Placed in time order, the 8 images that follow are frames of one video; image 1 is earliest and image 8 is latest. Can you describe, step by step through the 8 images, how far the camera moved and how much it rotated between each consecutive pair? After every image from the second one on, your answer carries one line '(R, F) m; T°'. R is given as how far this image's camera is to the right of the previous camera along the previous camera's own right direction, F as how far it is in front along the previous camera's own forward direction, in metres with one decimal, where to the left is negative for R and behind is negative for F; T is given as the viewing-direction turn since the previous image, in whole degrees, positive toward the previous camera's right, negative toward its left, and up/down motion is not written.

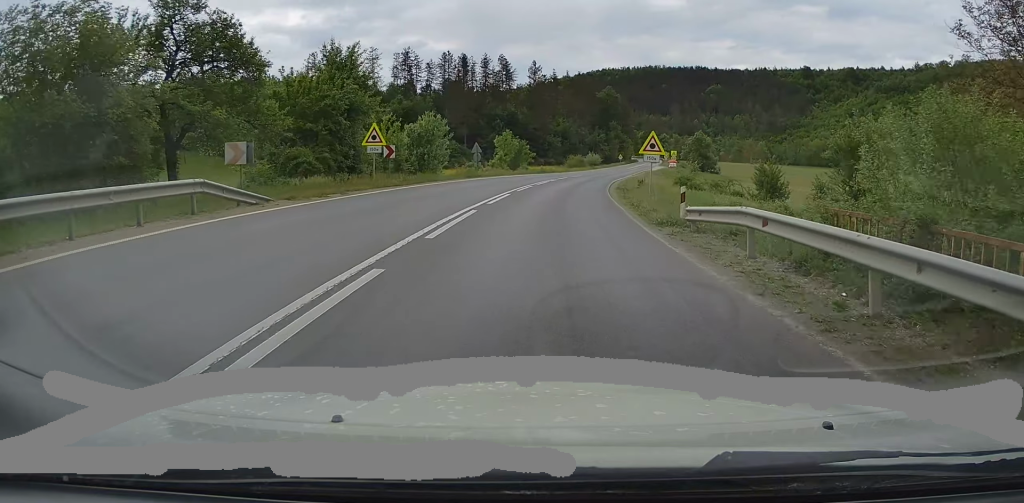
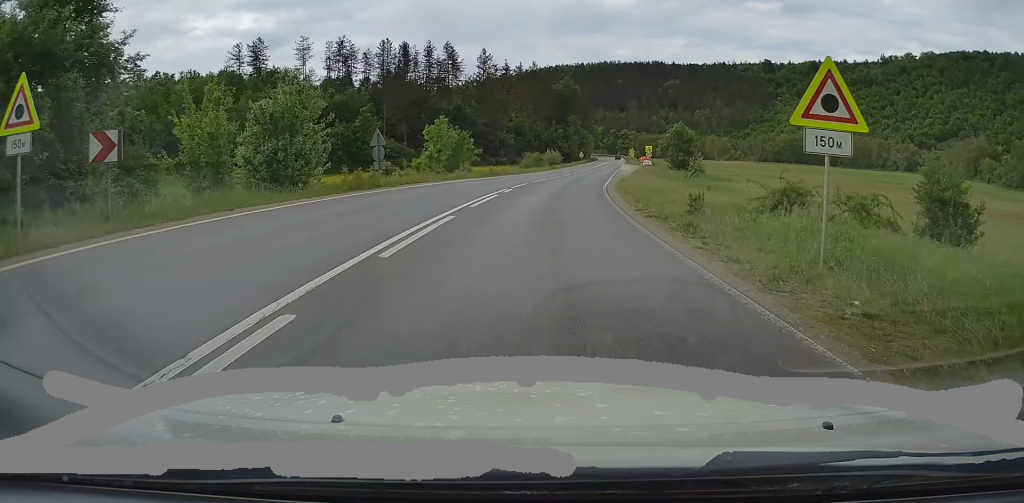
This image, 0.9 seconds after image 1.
(+0.8, +20.1) m; +5°
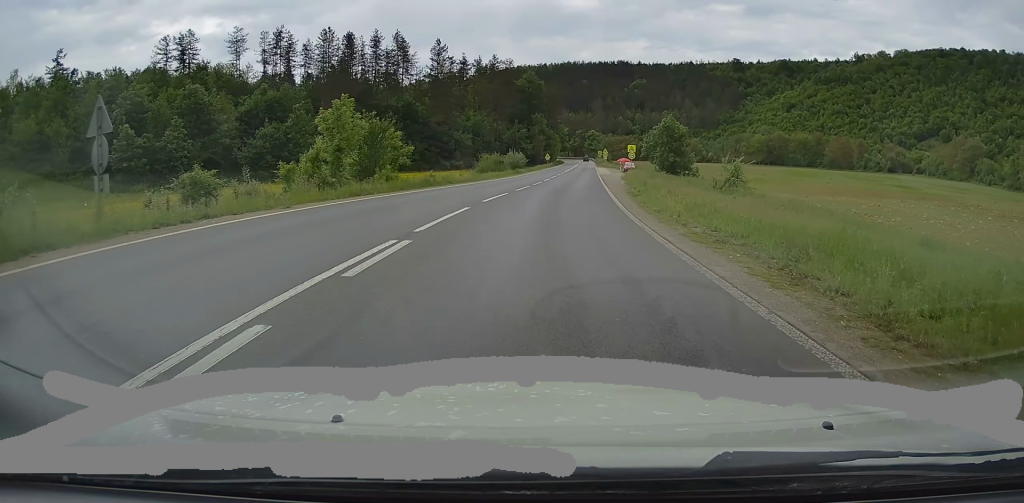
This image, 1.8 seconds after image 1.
(+0.8, +18.7) m; +3°
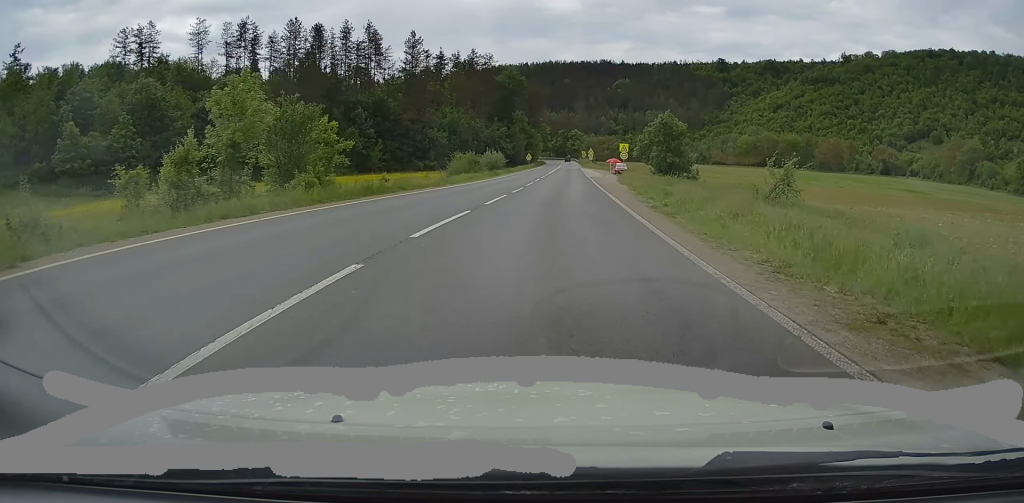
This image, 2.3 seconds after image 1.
(+0.2, +9.9) m; +1°
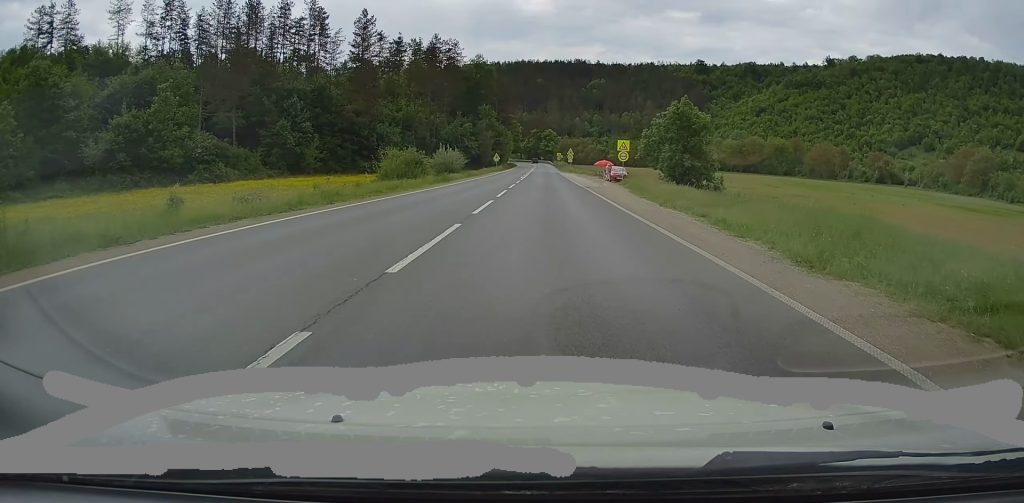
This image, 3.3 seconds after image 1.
(+0.5, +20.9) m; +2°
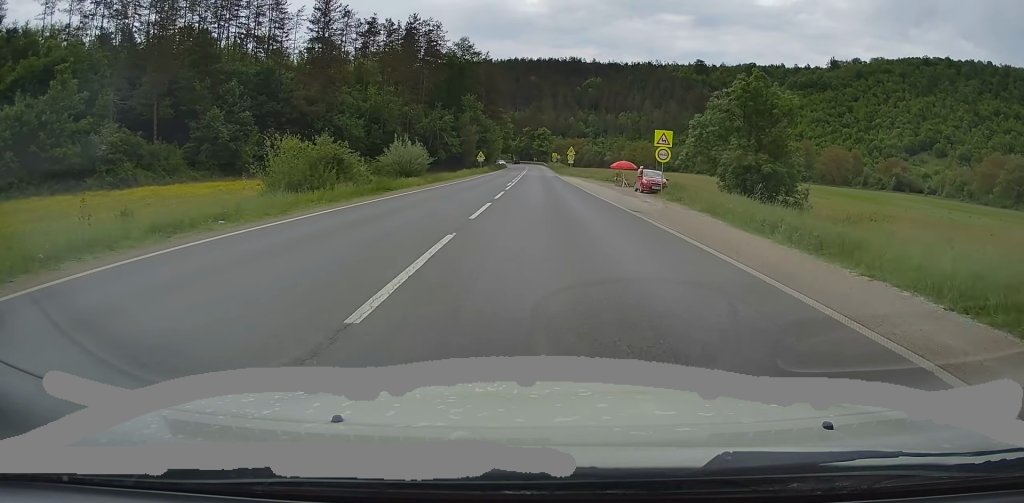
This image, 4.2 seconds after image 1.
(+0.3, +19.6) m; +1°
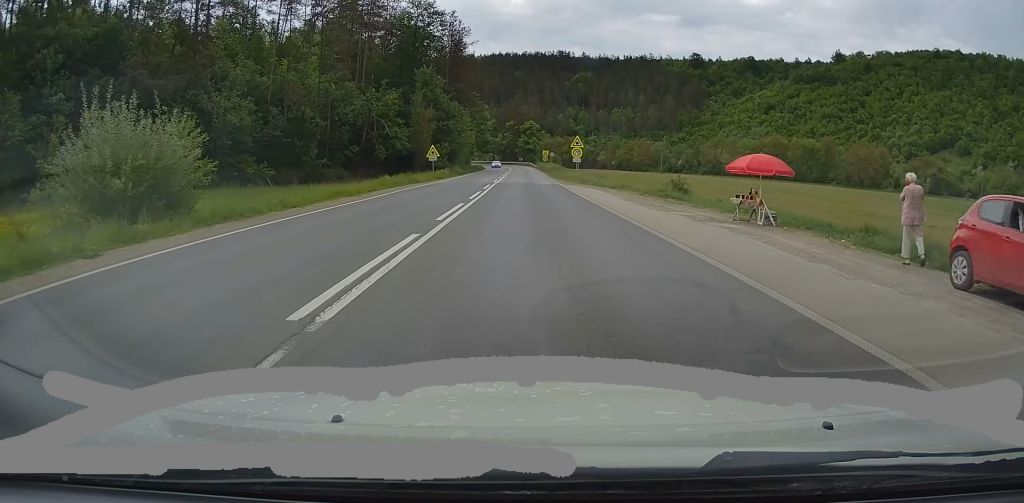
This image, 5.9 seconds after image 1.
(+0.2, +33.3) m; +1°
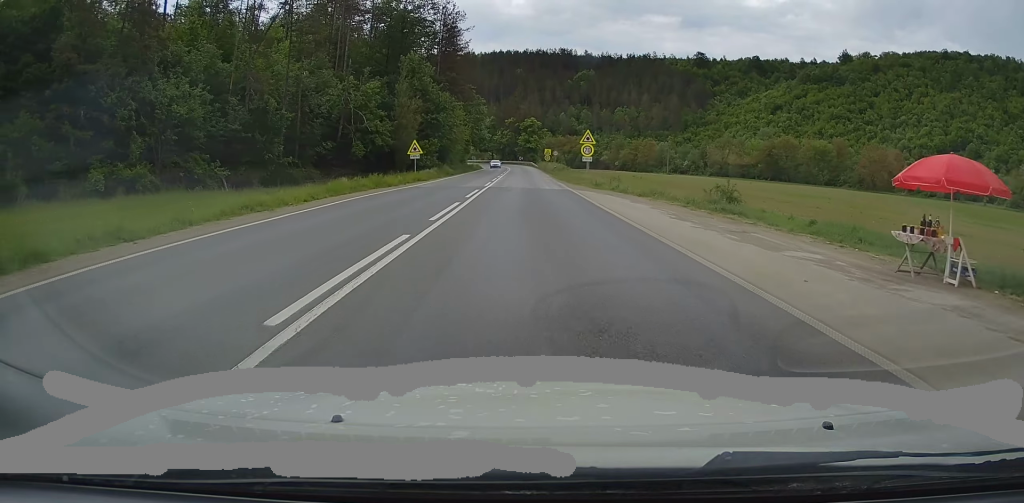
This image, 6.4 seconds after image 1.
(0.0, +9.2) m; 0°
